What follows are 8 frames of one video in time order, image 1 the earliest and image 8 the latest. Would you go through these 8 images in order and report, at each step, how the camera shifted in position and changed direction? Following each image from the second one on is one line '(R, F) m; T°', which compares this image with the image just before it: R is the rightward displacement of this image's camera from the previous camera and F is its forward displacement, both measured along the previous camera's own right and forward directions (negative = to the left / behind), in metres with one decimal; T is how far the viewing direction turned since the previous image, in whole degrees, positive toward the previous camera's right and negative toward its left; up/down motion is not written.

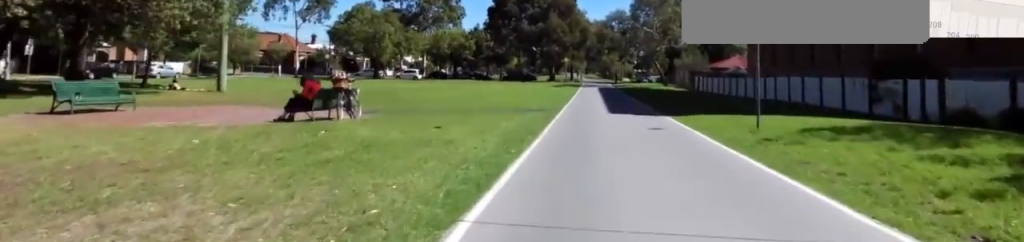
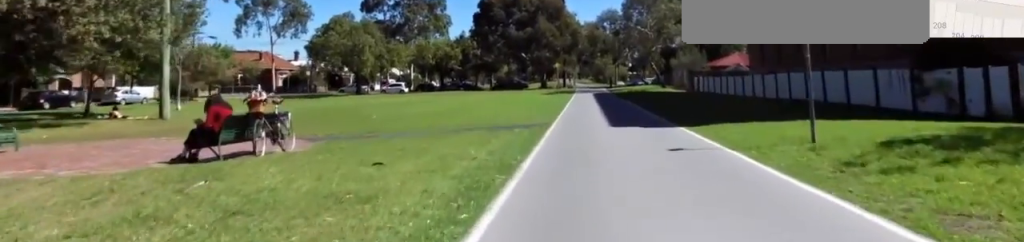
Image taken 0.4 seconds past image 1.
(+0.4, +3.2) m; 0°
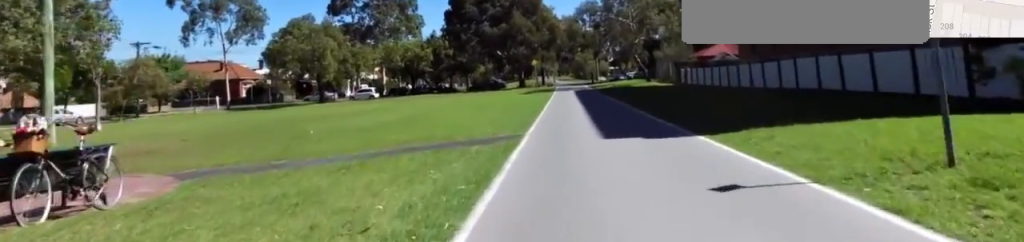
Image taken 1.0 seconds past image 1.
(-0.8, +3.9) m; 0°
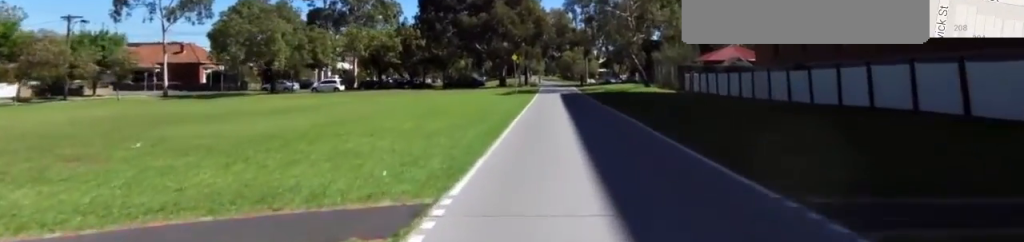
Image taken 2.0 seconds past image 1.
(+0.4, +7.5) m; 0°
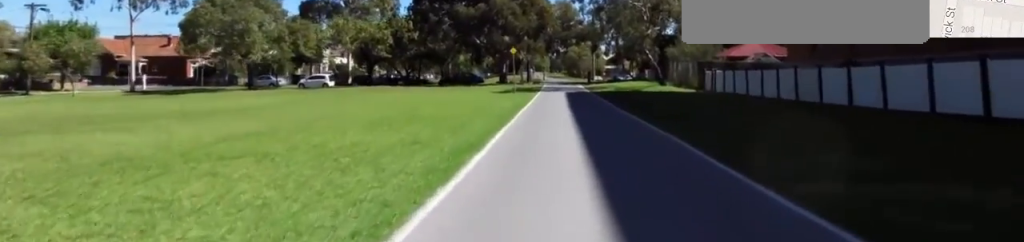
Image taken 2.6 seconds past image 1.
(+0.2, +4.9) m; -3°
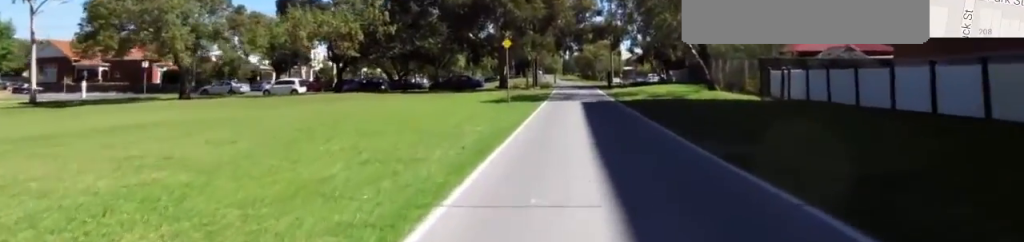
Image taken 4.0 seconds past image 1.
(-1.4, +10.6) m; -2°
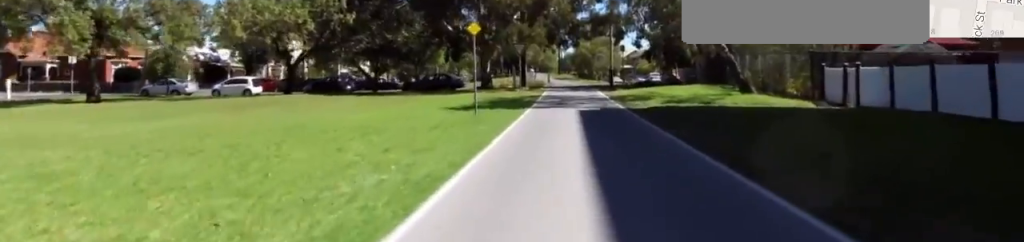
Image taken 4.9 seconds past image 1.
(+0.6, +7.2) m; +4°
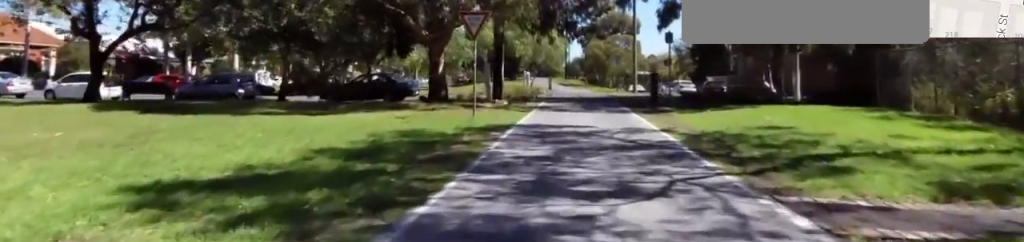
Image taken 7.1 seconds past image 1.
(-1.5, +16.2) m; -1°
